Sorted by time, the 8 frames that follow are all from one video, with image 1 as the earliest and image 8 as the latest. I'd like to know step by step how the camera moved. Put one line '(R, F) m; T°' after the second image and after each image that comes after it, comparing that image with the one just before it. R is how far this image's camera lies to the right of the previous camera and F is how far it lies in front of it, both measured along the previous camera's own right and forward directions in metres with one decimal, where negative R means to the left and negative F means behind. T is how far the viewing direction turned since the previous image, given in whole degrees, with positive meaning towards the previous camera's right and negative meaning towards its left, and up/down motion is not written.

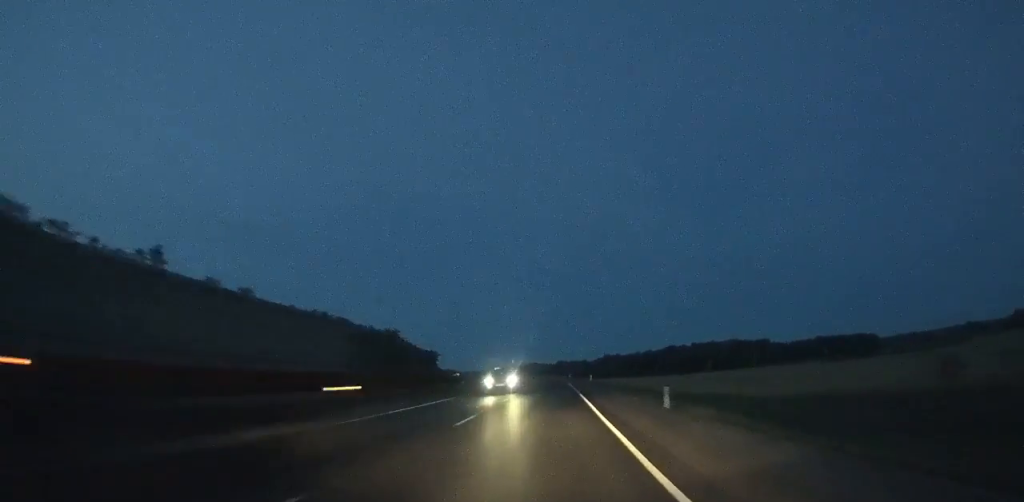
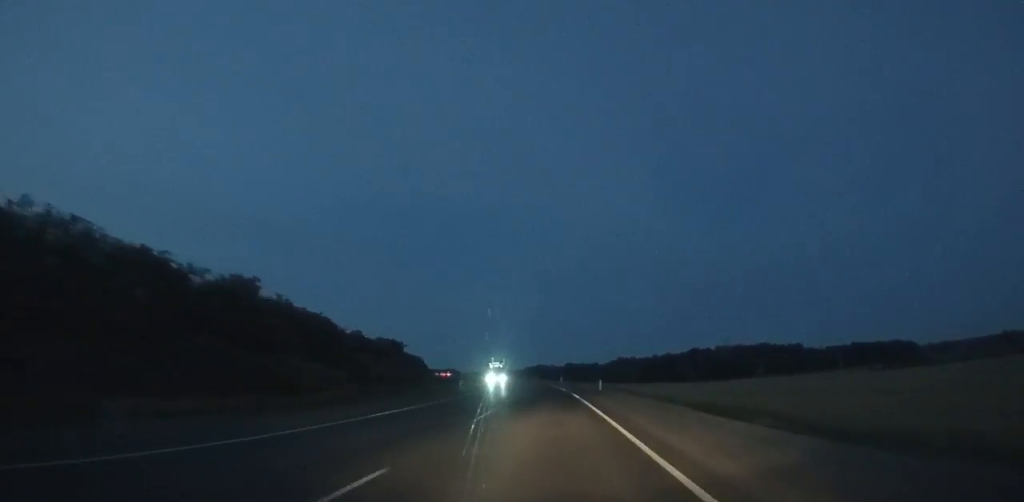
(0.0, +57.8) m; -1°
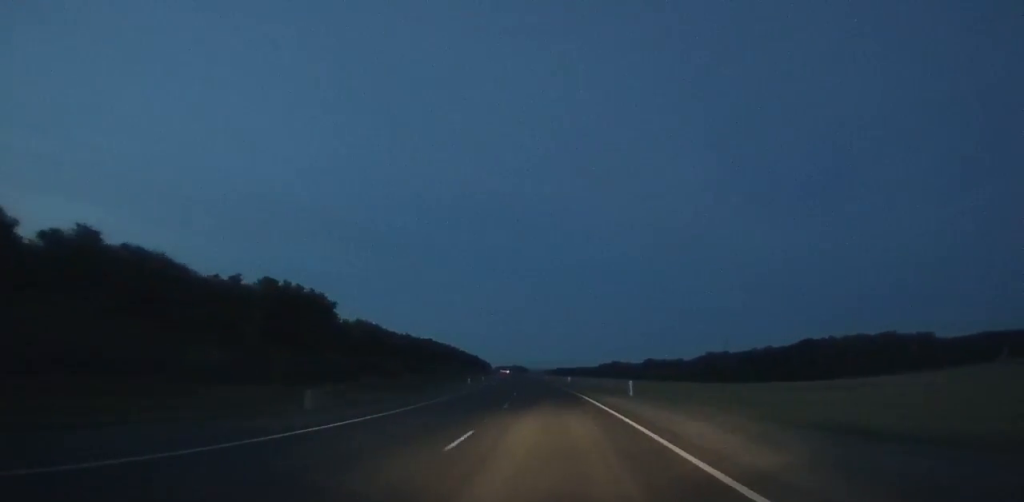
(-3.0, +90.5) m; -5°
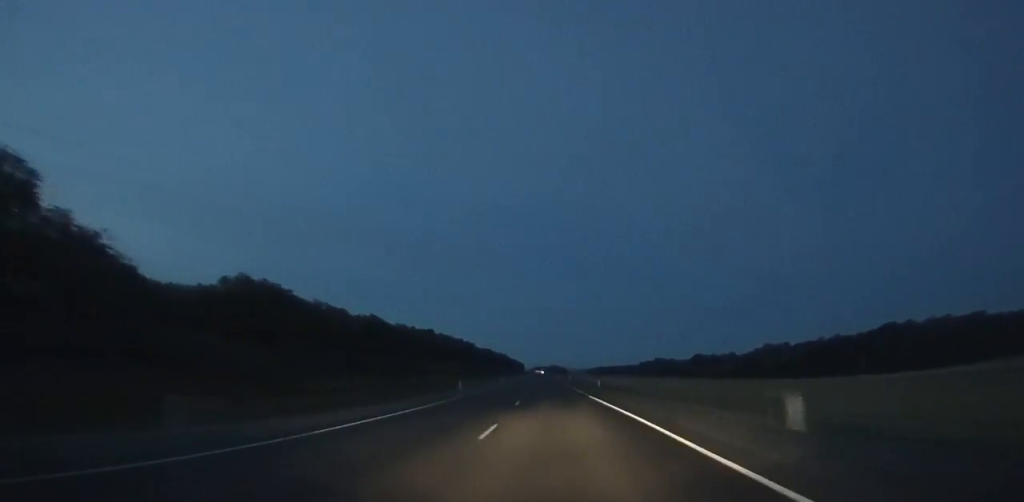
(-1.8, +59.3) m; -4°
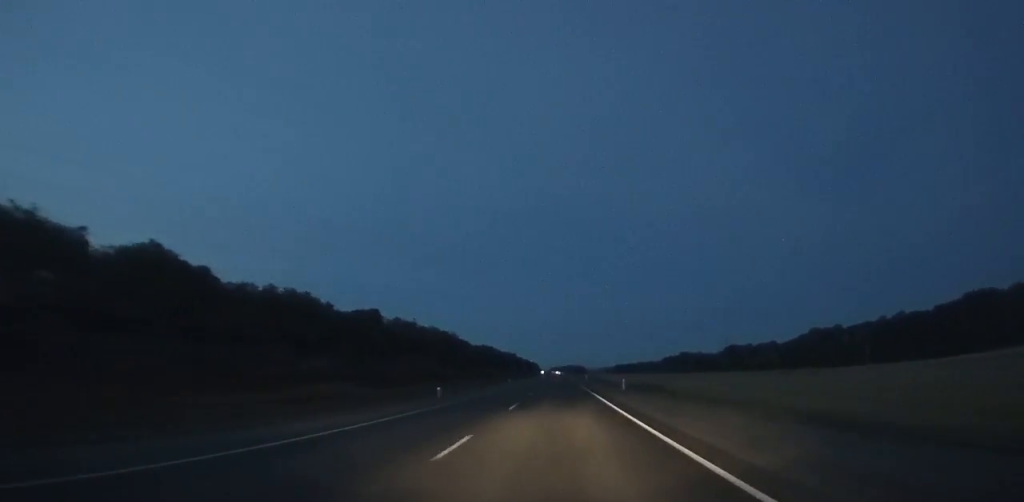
(-2.3, +62.0) m; -3°
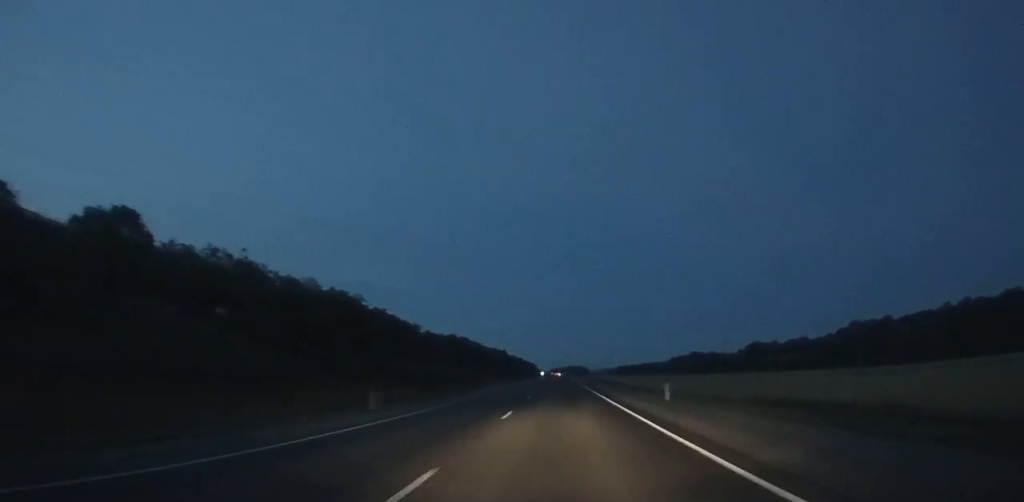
(-1.1, +62.3) m; -1°
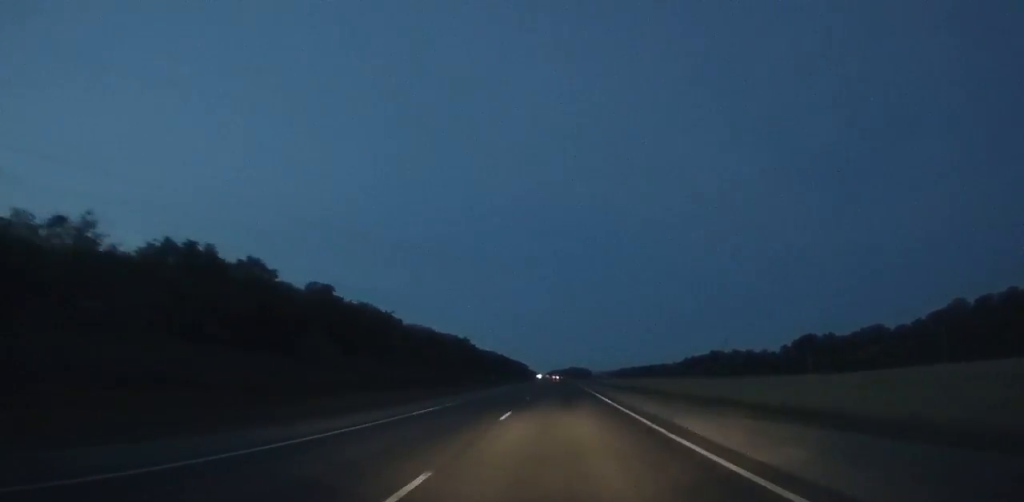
(0.0, +107.5) m; 0°
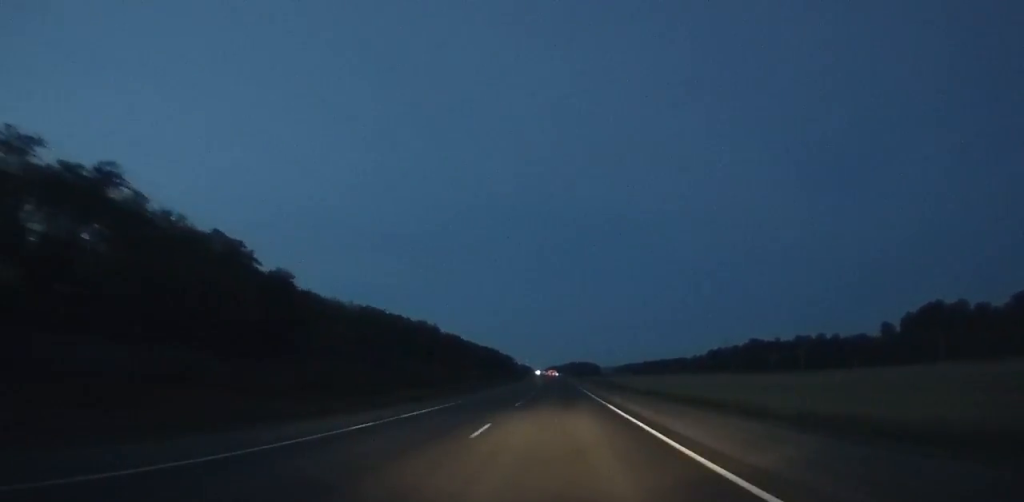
(+0.3, +134.9) m; 0°
